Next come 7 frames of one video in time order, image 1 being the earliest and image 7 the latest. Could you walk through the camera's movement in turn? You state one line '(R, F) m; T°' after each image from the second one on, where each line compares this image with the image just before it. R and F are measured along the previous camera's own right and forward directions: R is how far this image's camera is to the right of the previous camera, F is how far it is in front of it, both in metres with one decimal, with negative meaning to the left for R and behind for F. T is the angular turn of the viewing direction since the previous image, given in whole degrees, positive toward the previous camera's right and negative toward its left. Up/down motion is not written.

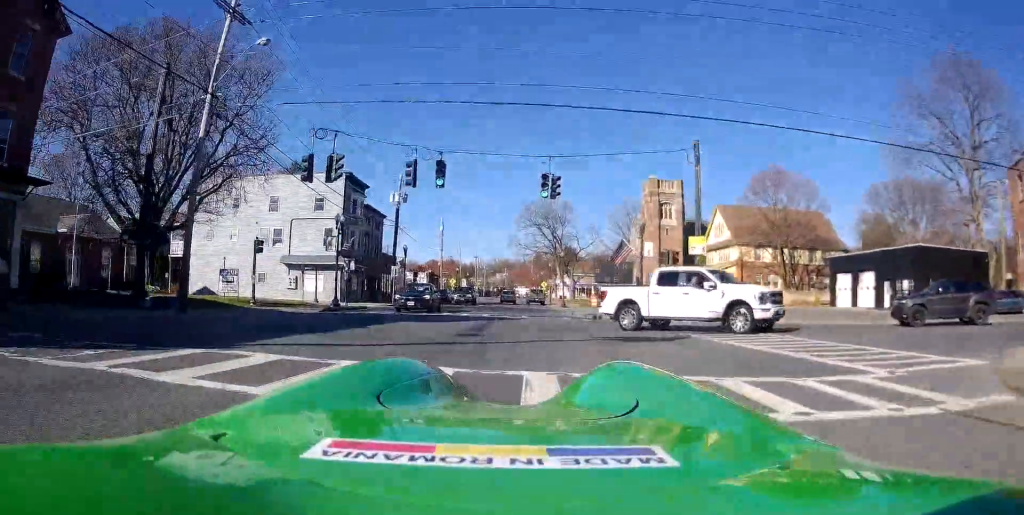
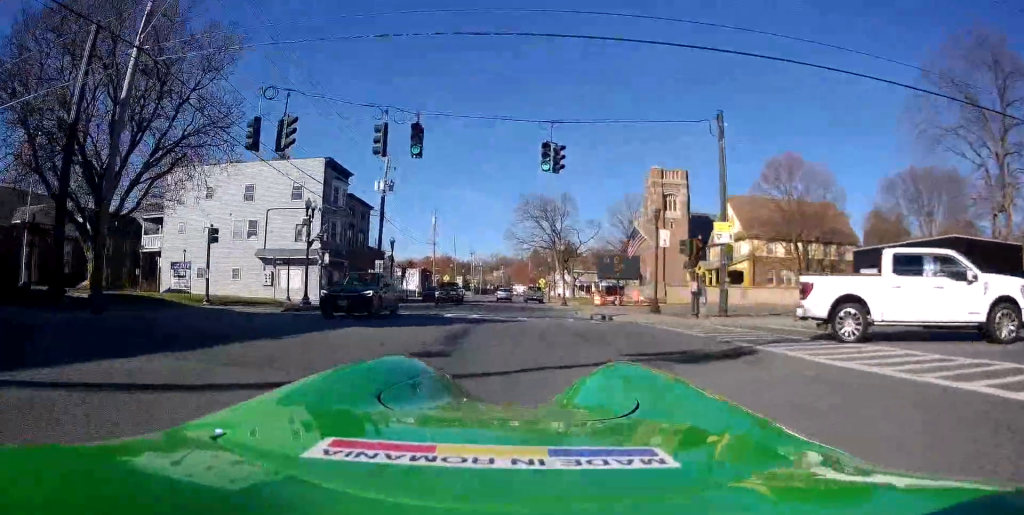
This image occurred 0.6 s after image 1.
(0.0, +5.0) m; 0°
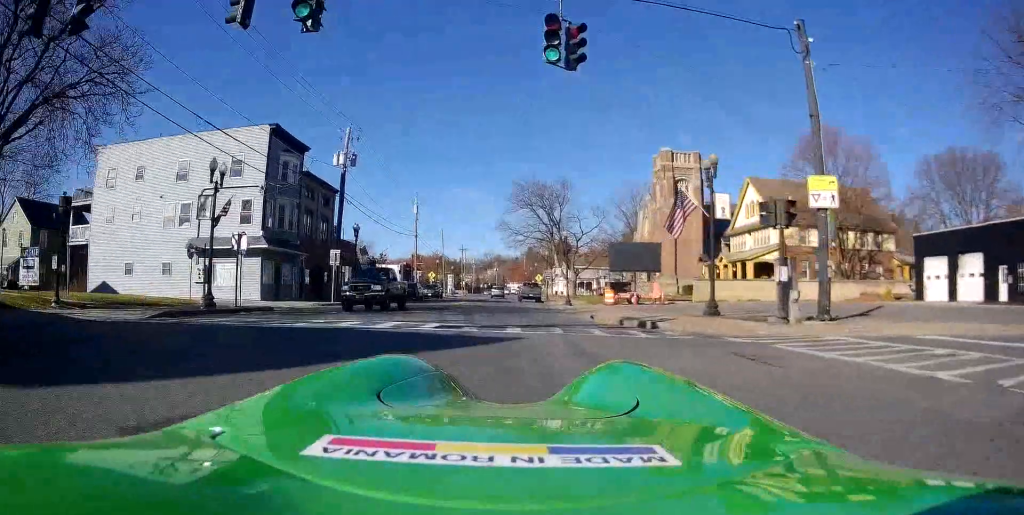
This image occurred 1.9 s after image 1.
(-0.1, +10.0) m; -1°
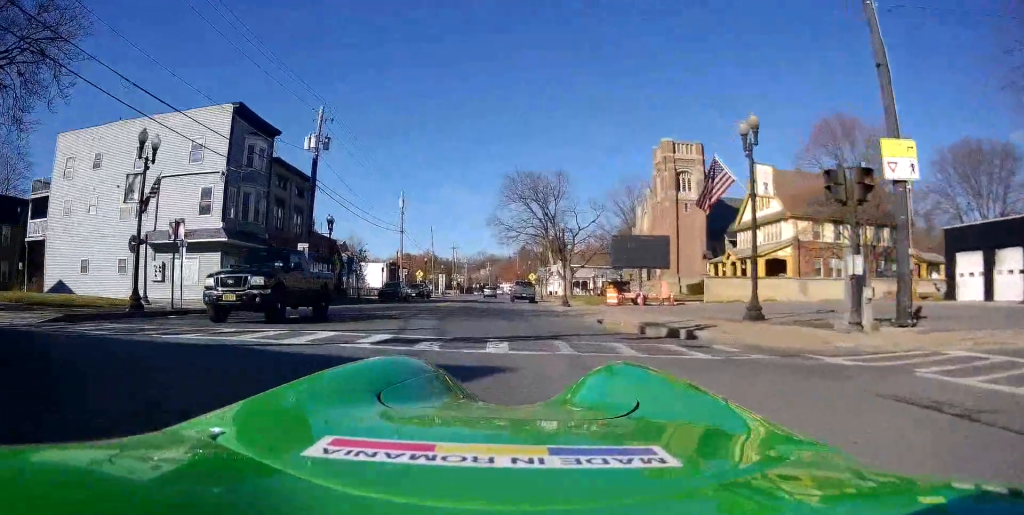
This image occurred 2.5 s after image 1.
(0.0, +4.6) m; -1°
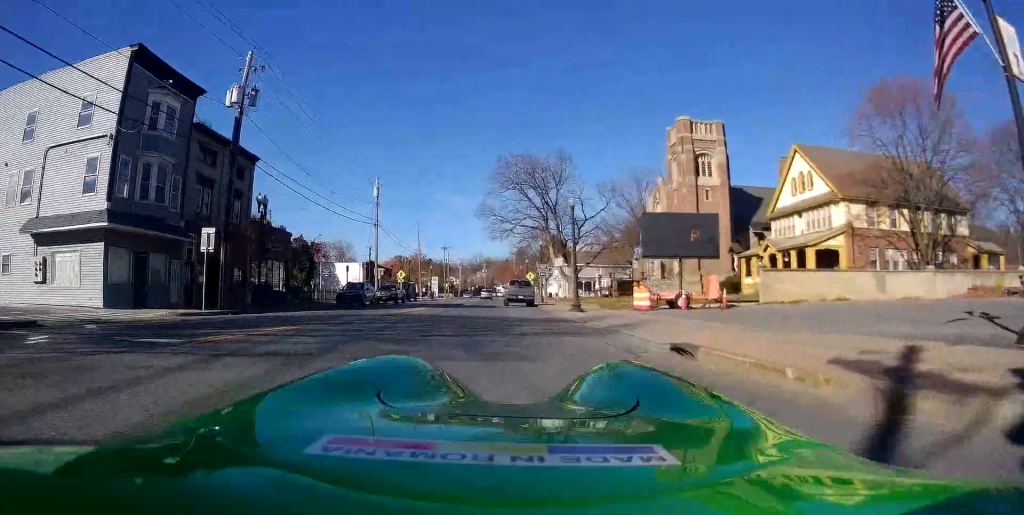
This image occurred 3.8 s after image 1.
(-0.4, +10.0) m; -1°
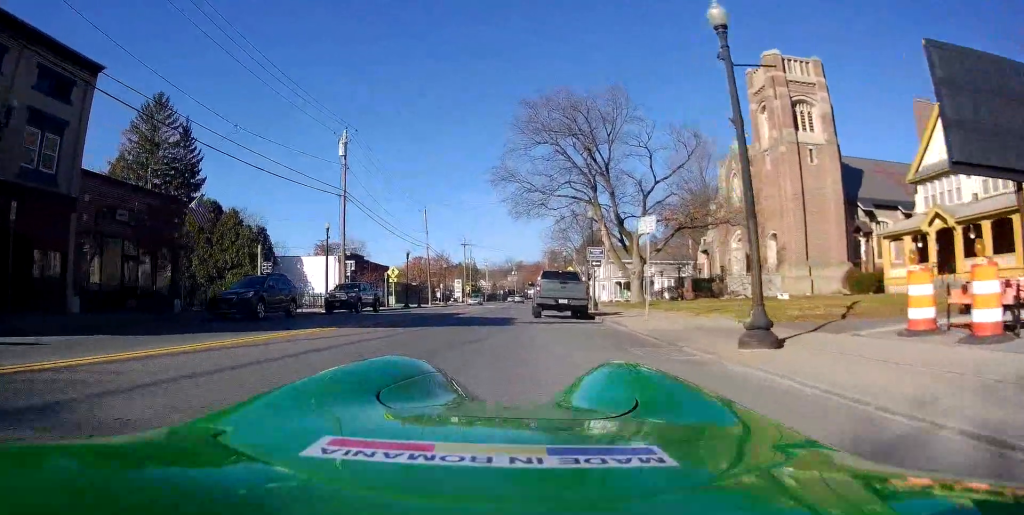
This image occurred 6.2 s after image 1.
(+0.7, +18.5) m; -1°
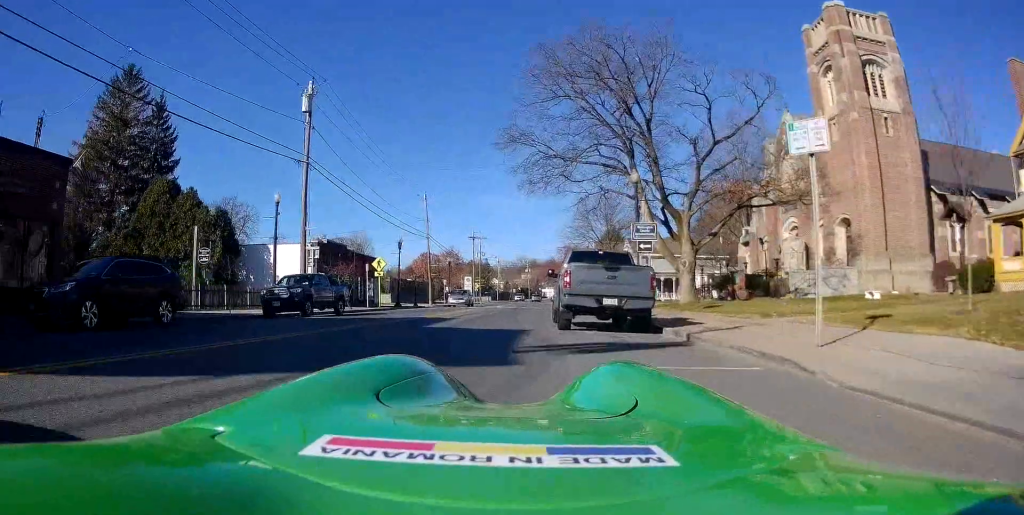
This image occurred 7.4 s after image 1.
(-0.4, +9.2) m; -2°
